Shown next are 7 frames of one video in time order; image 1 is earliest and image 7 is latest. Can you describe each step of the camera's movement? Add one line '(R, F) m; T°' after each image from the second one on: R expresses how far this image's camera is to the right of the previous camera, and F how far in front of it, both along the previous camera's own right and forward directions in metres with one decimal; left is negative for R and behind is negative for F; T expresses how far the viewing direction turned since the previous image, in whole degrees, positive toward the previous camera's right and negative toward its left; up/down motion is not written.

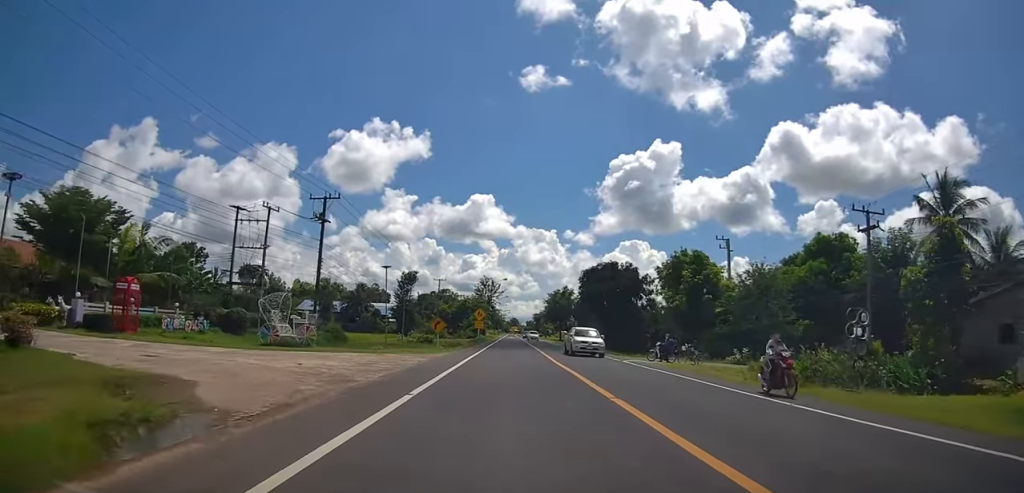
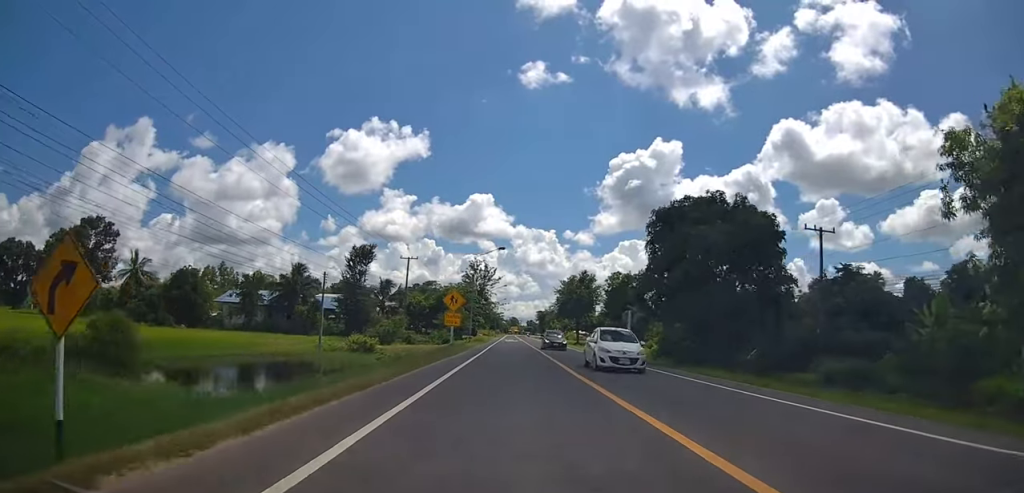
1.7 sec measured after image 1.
(+0.2, +34.3) m; 0°
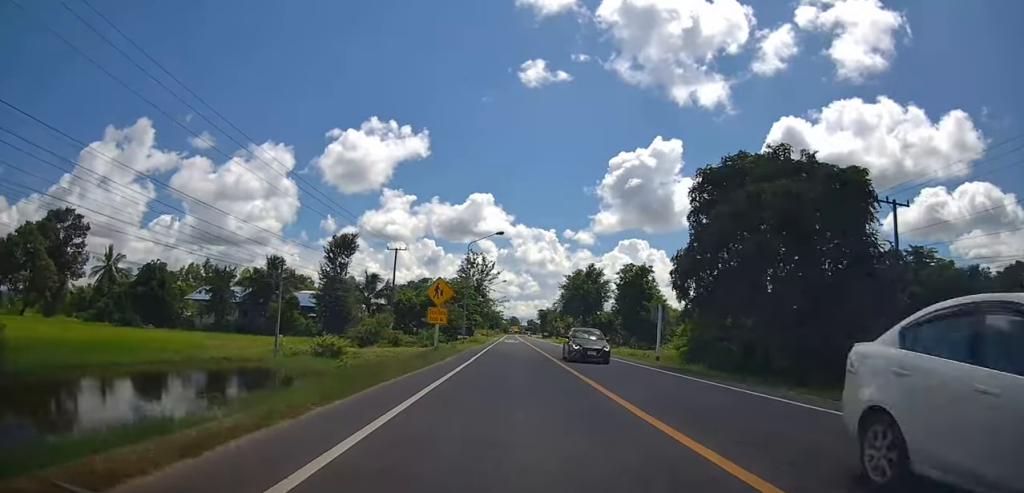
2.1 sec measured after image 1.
(-0.3, +8.6) m; 0°
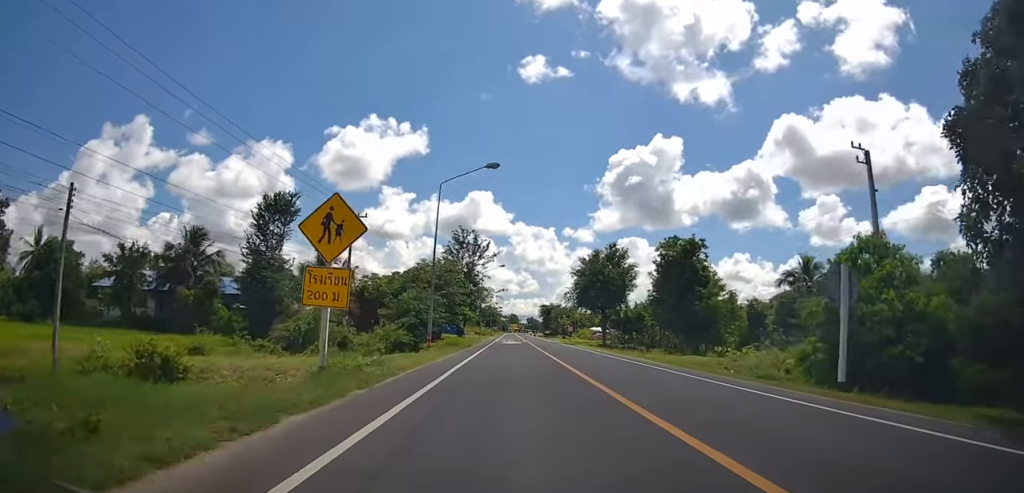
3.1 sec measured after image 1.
(+0.2, +19.3) m; +1°
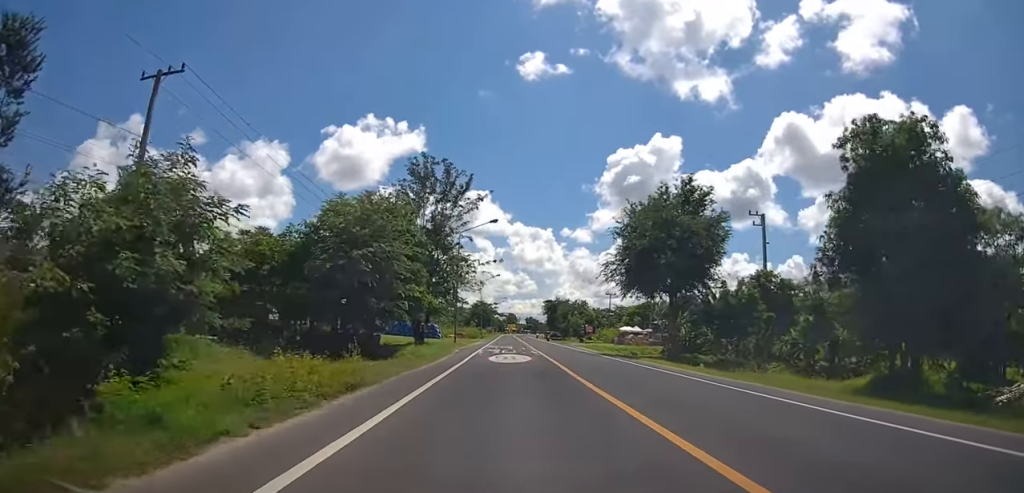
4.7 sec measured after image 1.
(+0.2, +31.0) m; -2°
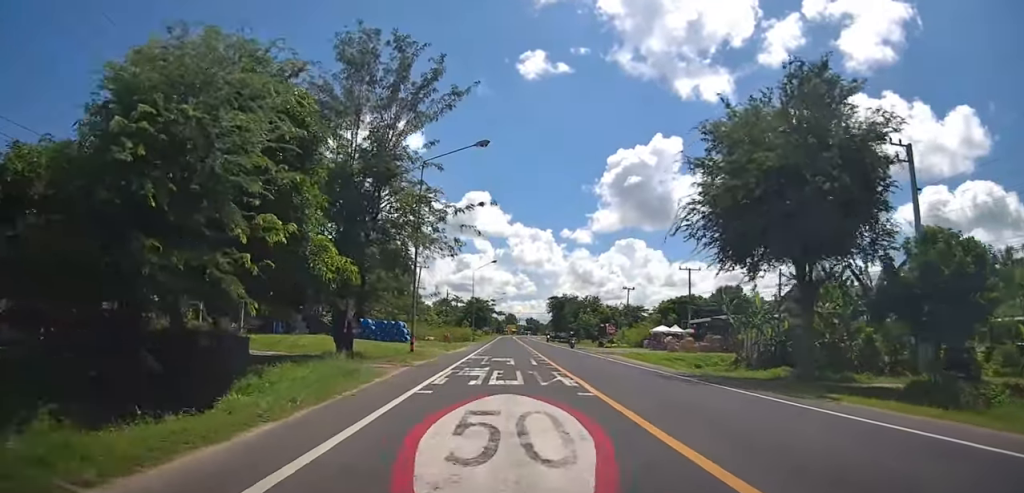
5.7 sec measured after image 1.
(-0.5, +18.5) m; 0°
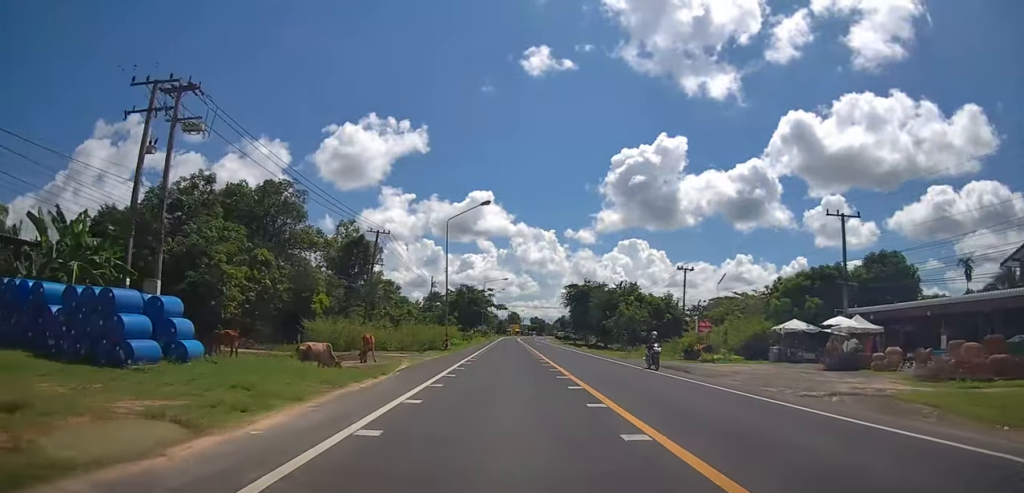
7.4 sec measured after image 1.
(+1.1, +31.5) m; +2°
